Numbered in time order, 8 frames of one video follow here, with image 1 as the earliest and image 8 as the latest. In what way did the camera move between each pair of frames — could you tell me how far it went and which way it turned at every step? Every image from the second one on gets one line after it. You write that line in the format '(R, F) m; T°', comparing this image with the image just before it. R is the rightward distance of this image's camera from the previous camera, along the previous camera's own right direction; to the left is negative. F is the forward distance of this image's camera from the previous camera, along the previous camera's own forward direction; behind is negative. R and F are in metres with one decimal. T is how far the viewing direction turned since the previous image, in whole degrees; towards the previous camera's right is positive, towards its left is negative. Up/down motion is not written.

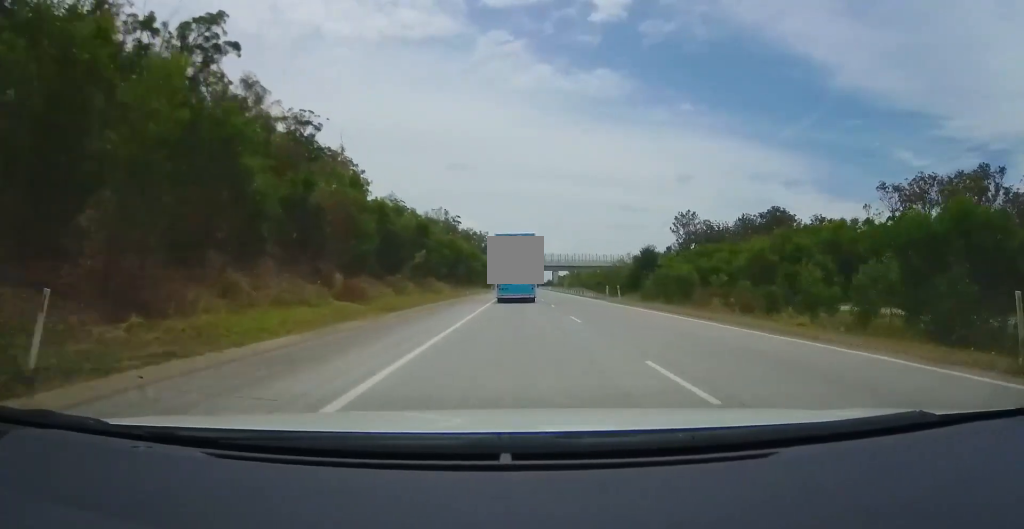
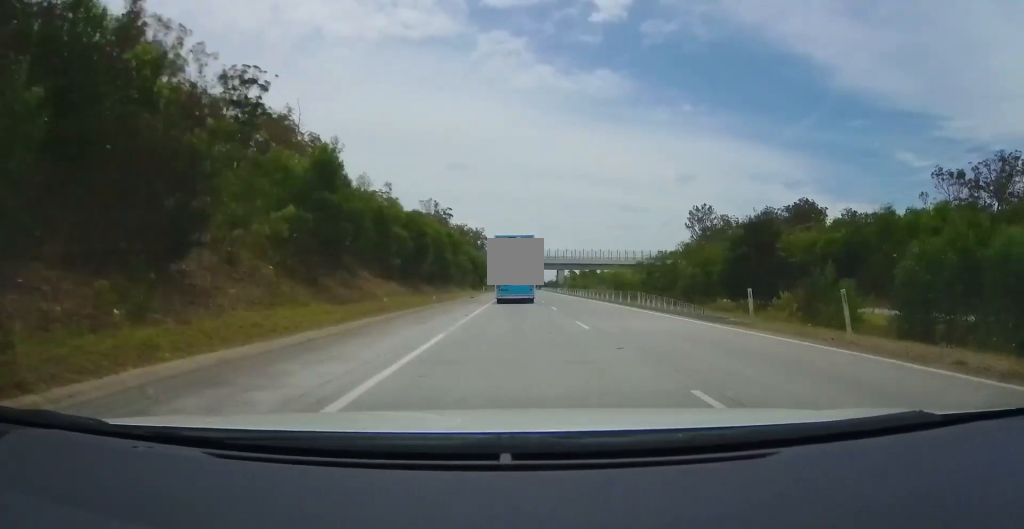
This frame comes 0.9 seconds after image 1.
(+0.4, +25.2) m; 0°
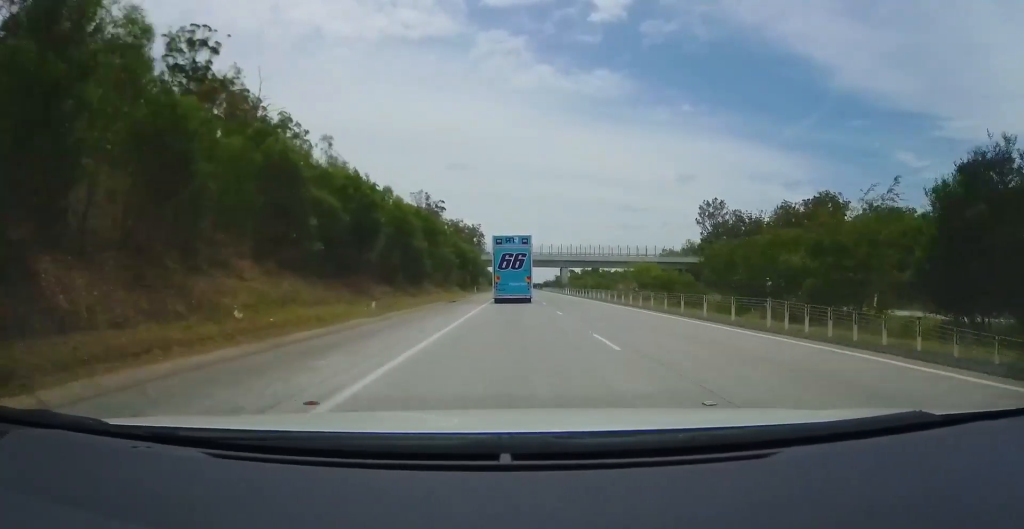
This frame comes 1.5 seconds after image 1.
(-0.1, +16.4) m; 0°
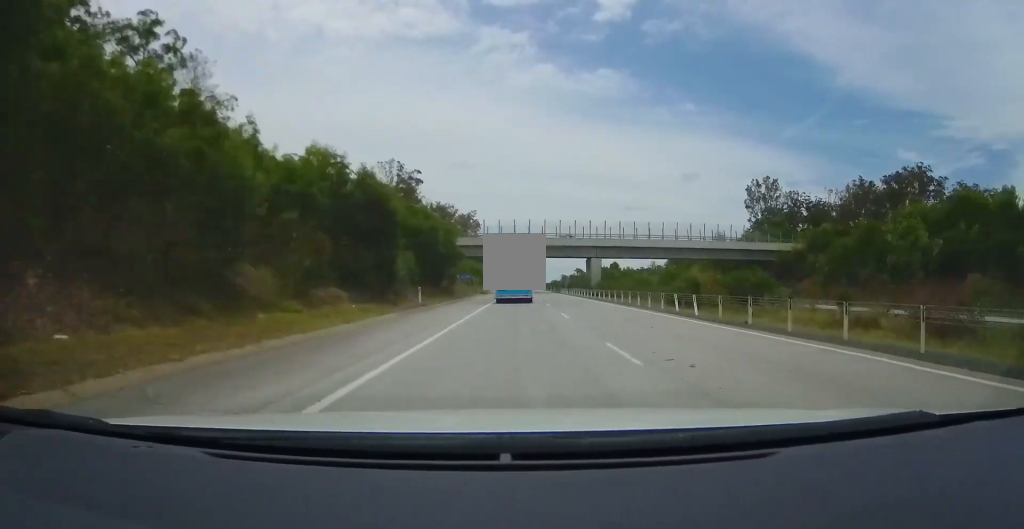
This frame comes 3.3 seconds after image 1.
(-0.1, +47.9) m; -1°
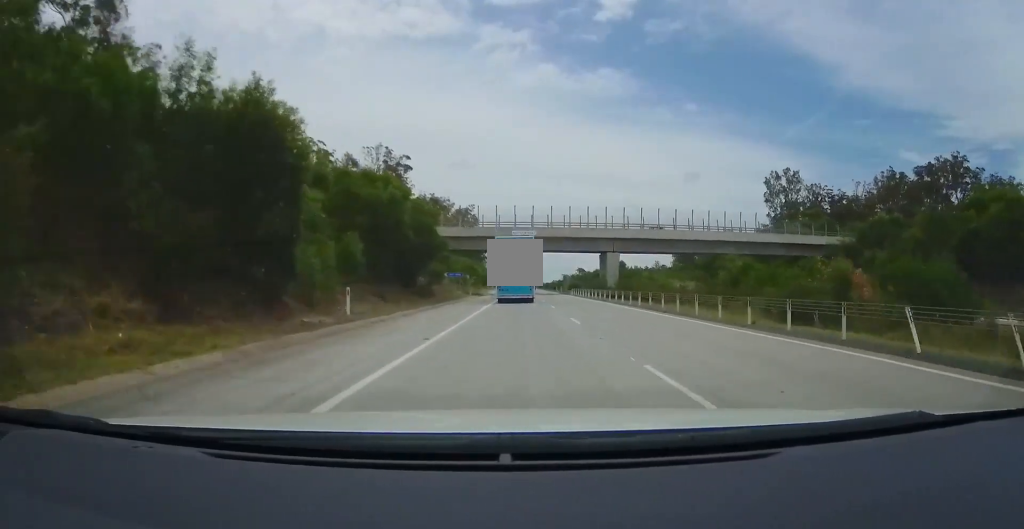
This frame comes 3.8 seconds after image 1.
(-0.1, +15.3) m; 0°
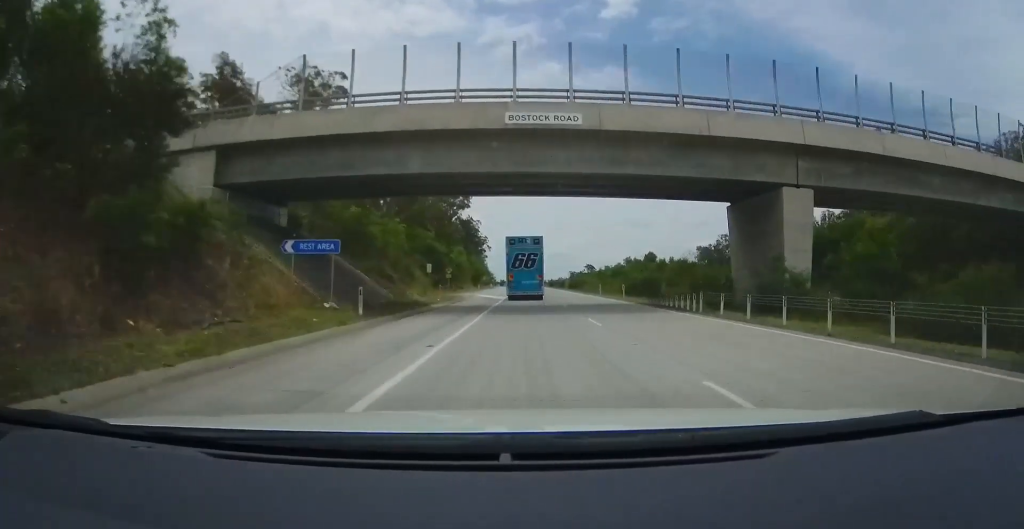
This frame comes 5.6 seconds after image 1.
(+0.1, +48.1) m; +1°
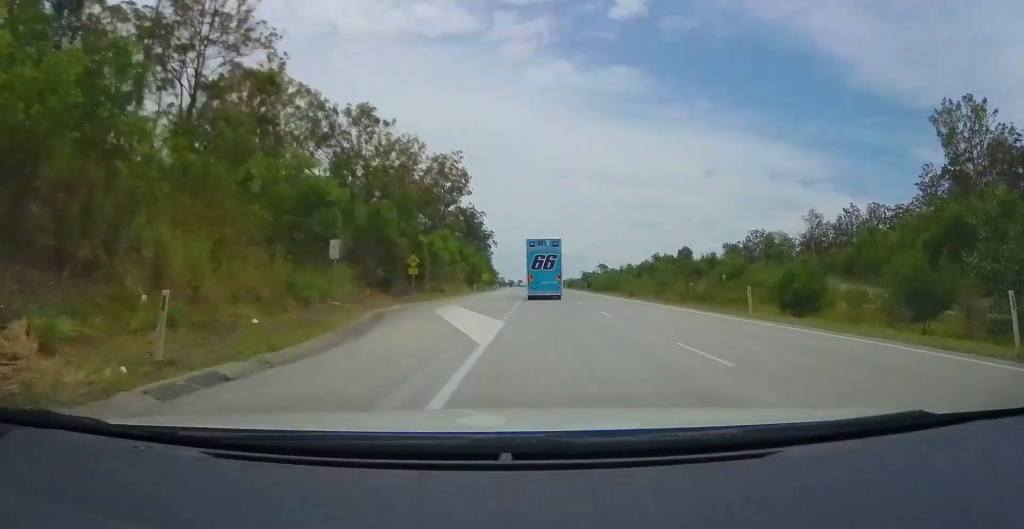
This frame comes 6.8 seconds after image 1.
(-0.1, +31.2) m; -1°
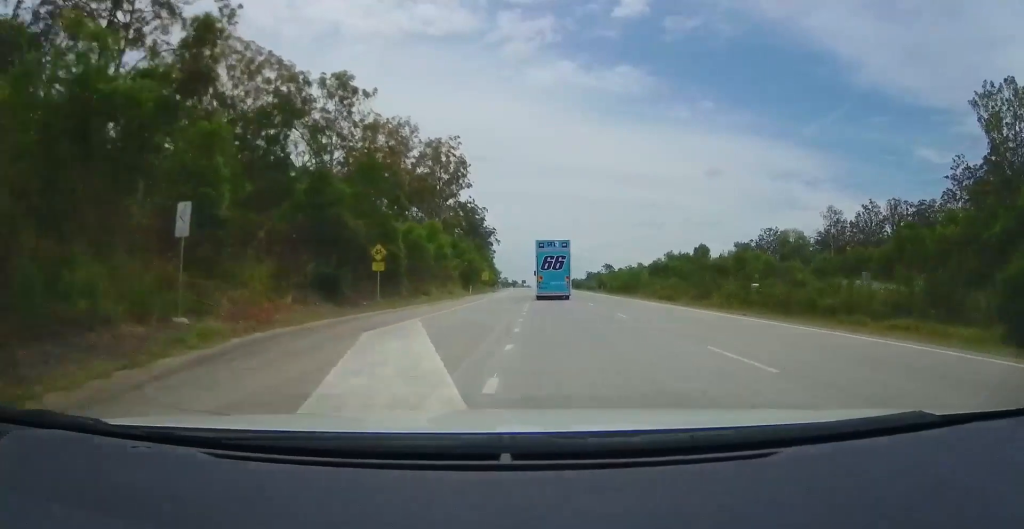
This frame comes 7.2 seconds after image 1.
(-0.1, +12.8) m; -1°
